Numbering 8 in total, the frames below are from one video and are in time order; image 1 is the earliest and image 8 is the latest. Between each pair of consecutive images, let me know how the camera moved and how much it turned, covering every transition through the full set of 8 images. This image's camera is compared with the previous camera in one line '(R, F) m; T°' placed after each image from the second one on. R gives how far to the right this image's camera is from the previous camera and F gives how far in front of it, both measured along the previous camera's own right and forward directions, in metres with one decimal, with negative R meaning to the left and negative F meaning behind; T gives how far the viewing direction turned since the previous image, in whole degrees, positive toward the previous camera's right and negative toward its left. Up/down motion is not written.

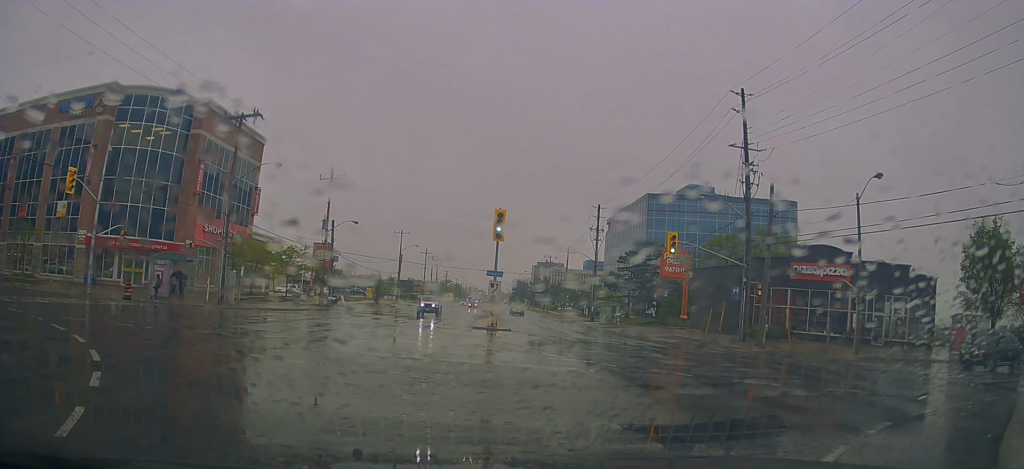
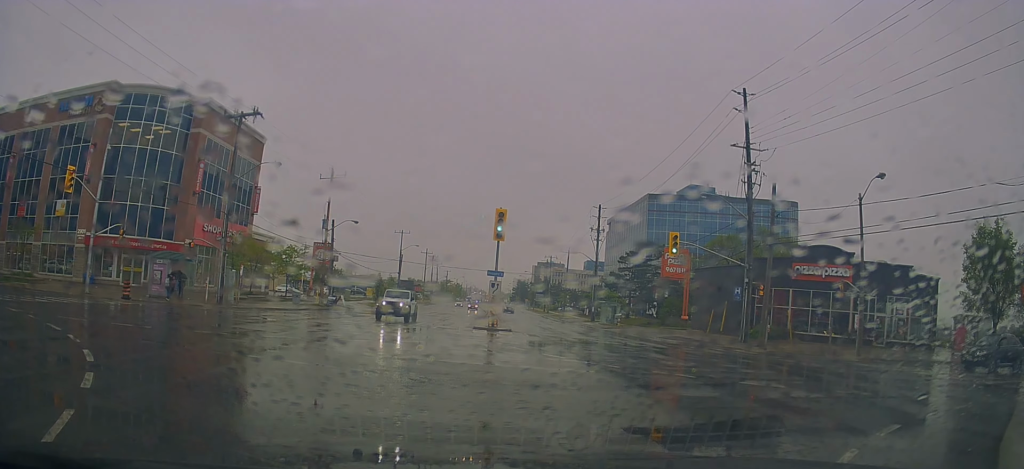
(0.0, 0.0) m; 0°
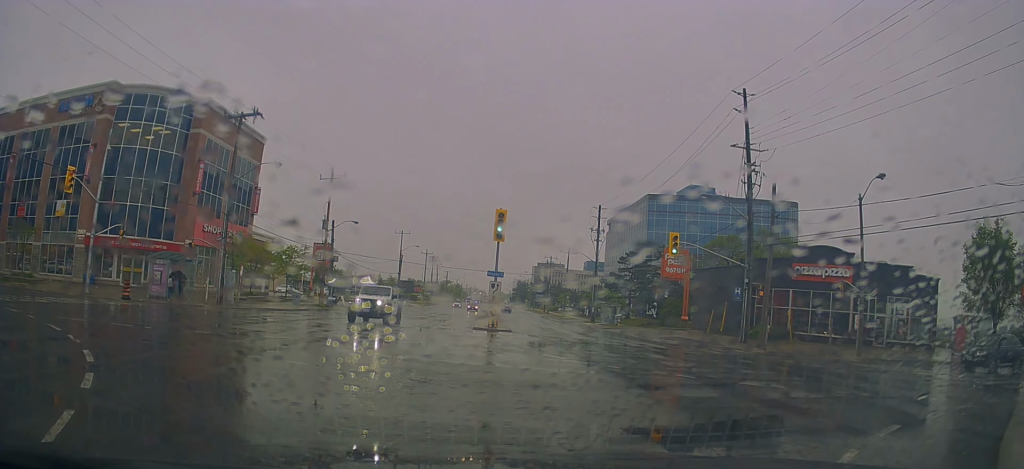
(0.0, 0.0) m; 0°
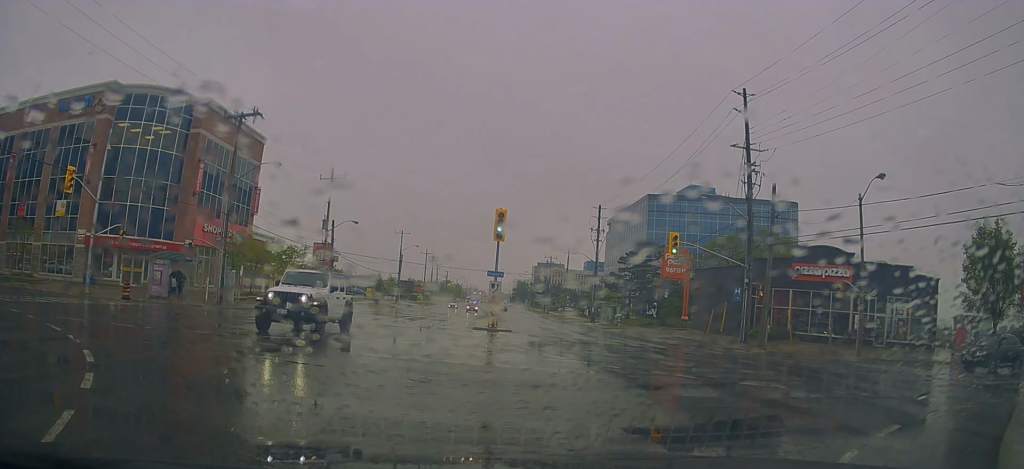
(0.0, 0.0) m; 0°
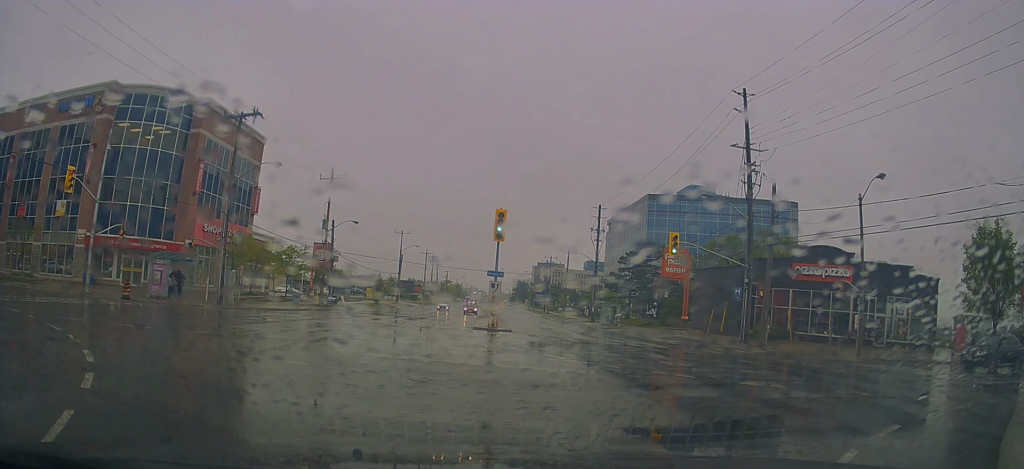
(0.0, 0.0) m; 0°
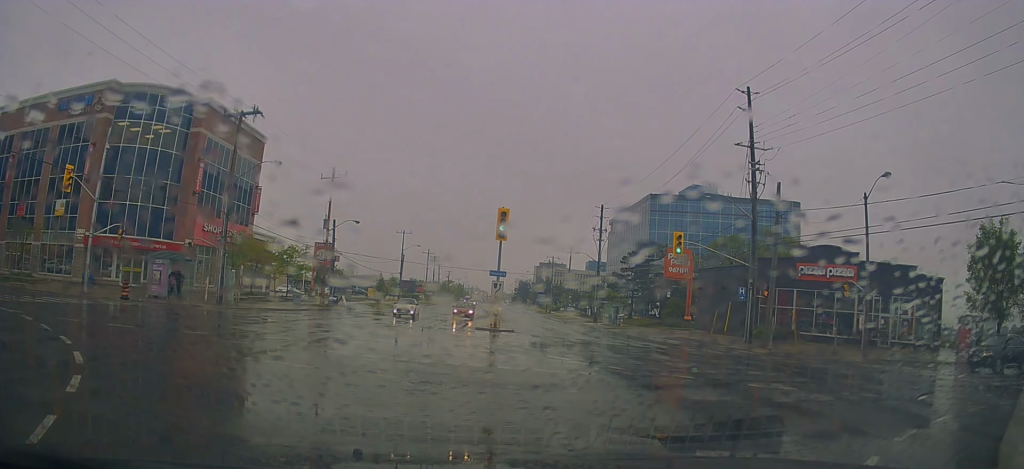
(+0.1, +0.2) m; 0°
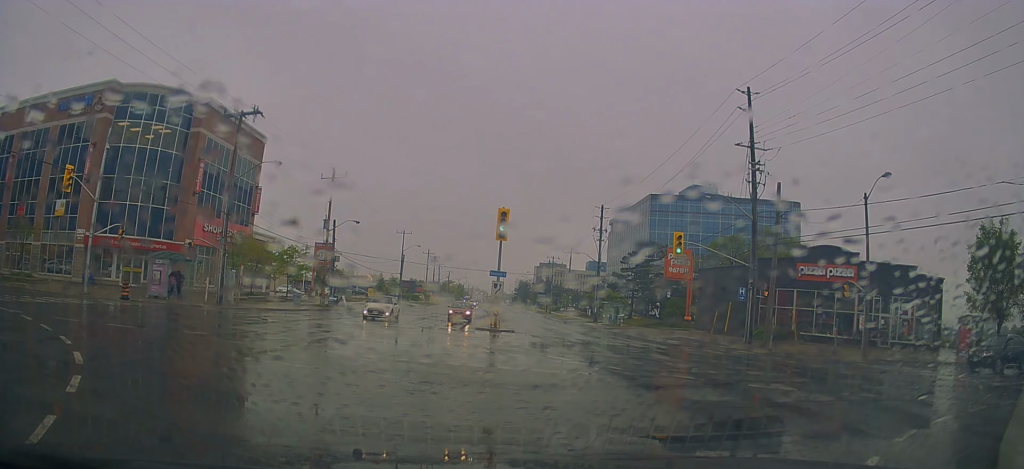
(0.0, 0.0) m; 0°
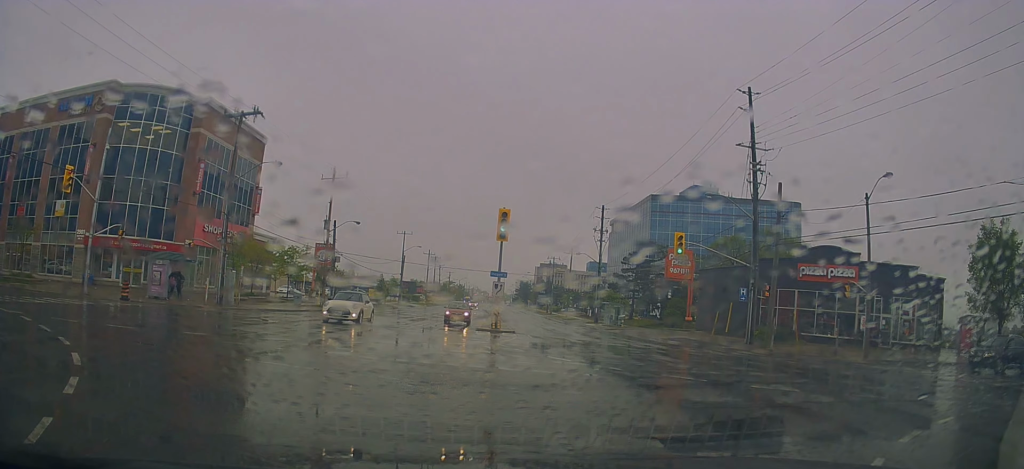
(0.0, 0.0) m; 0°
